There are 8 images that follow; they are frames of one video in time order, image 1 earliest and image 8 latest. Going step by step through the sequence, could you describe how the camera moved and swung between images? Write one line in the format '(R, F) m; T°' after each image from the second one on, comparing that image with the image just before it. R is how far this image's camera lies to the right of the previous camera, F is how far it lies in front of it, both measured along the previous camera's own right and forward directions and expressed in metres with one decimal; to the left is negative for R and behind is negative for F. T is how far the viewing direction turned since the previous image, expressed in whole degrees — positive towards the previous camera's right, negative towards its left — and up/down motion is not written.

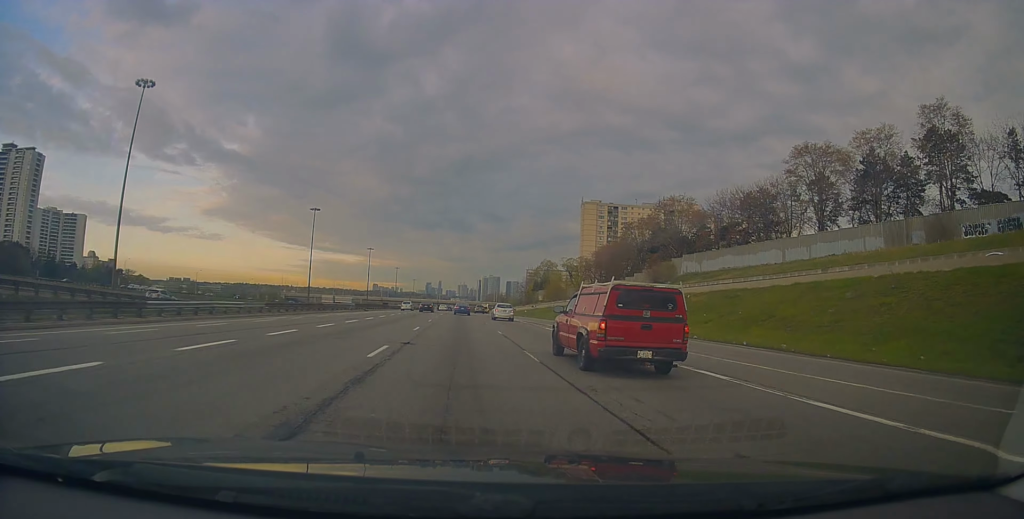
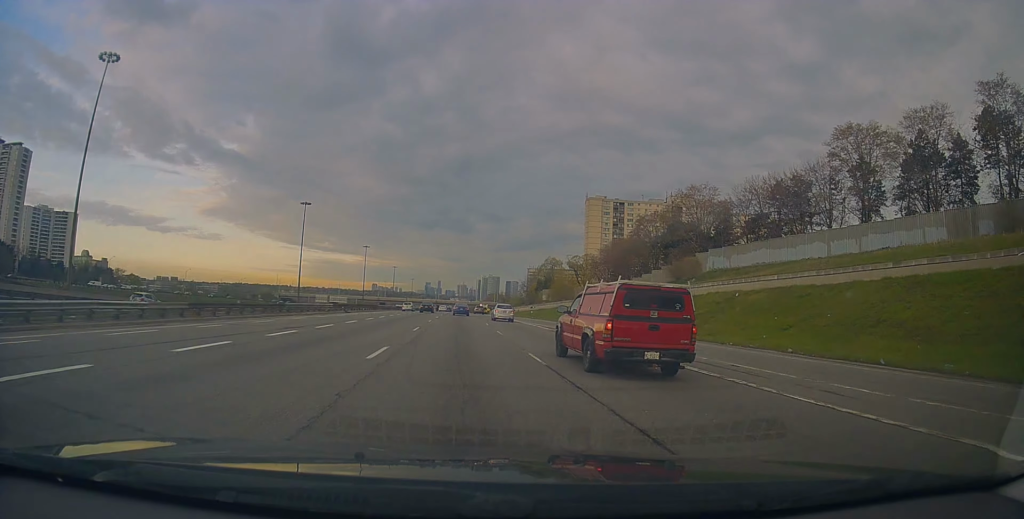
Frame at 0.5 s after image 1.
(+0.1, +12.2) m; 0°
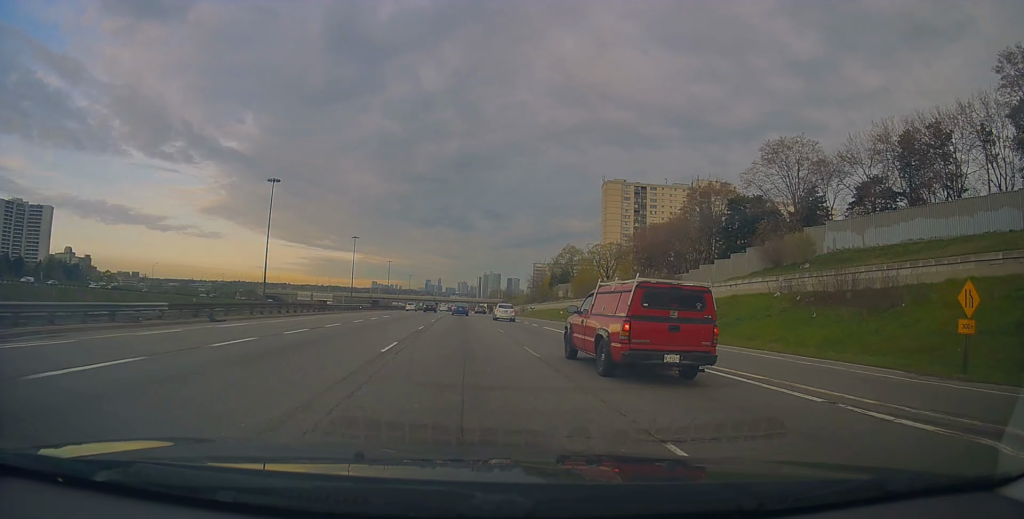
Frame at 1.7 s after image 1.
(+0.1, +33.6) m; +1°
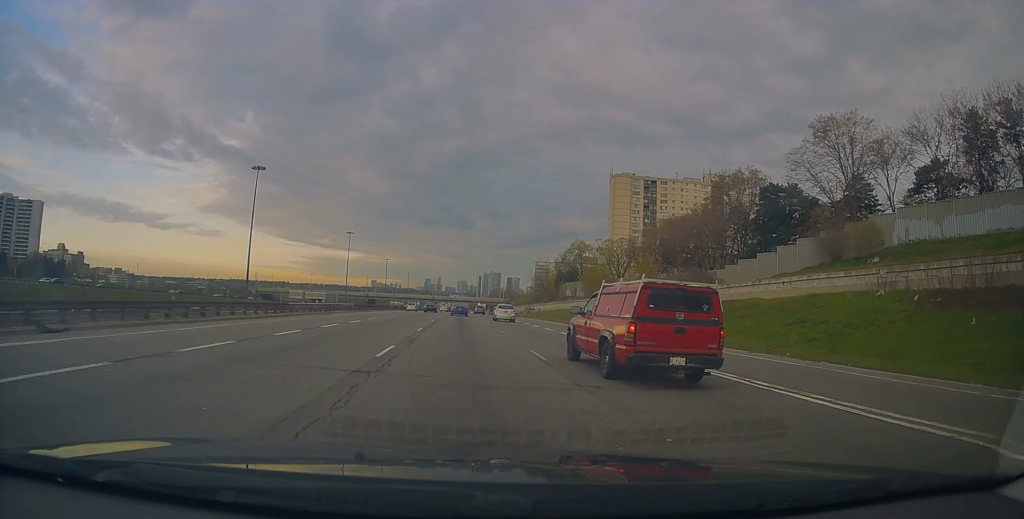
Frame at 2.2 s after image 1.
(-0.3, +12.8) m; +1°
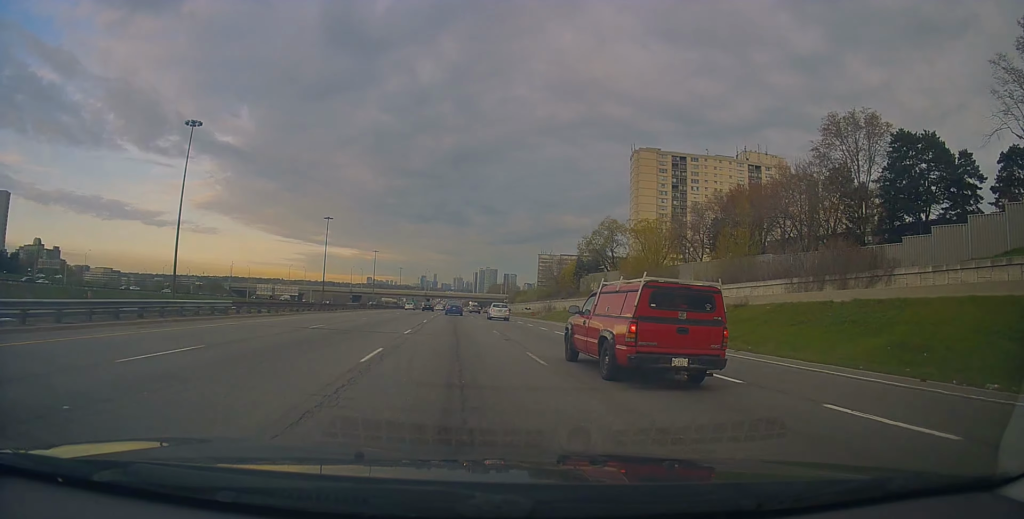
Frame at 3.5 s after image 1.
(+0.7, +36.4) m; -1°
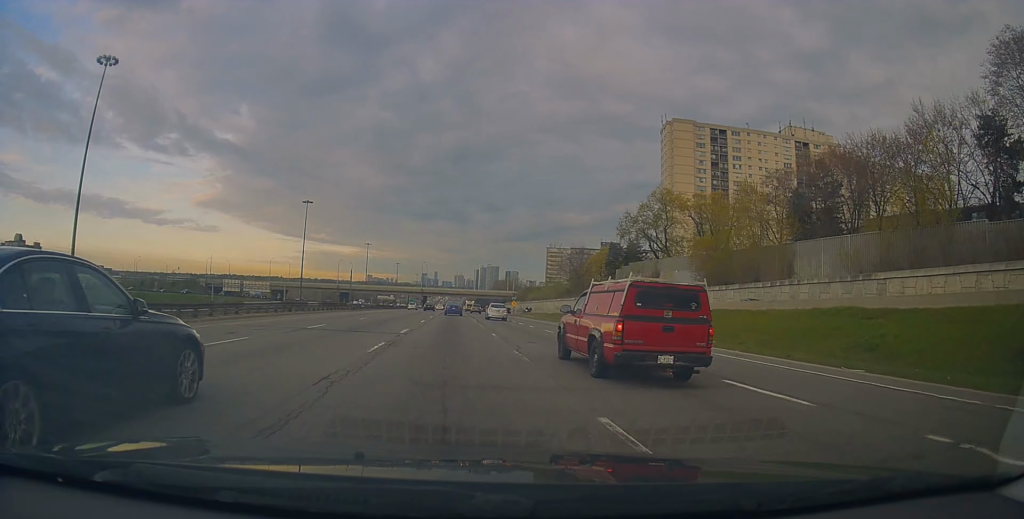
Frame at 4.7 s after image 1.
(-0.5, +32.6) m; -1°
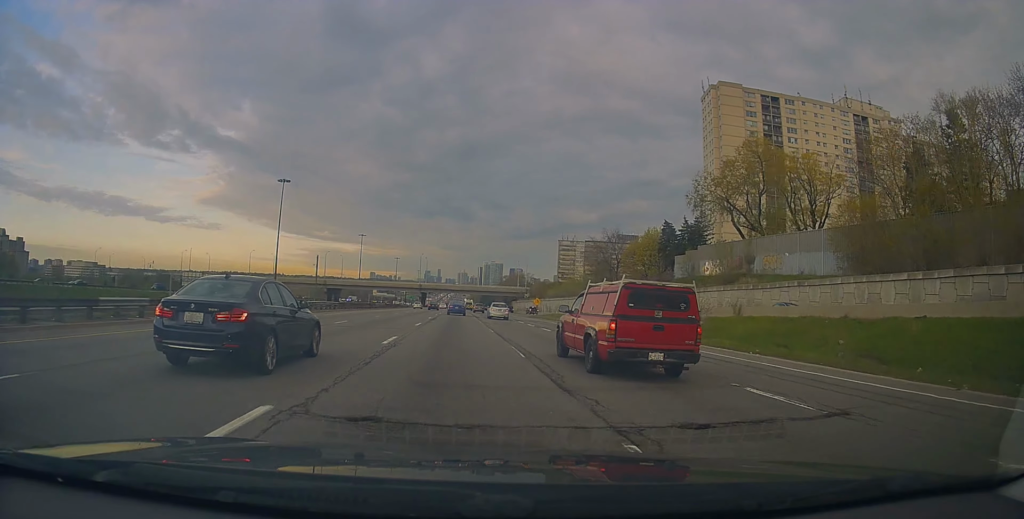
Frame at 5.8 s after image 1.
(-0.1, +30.5) m; +1°
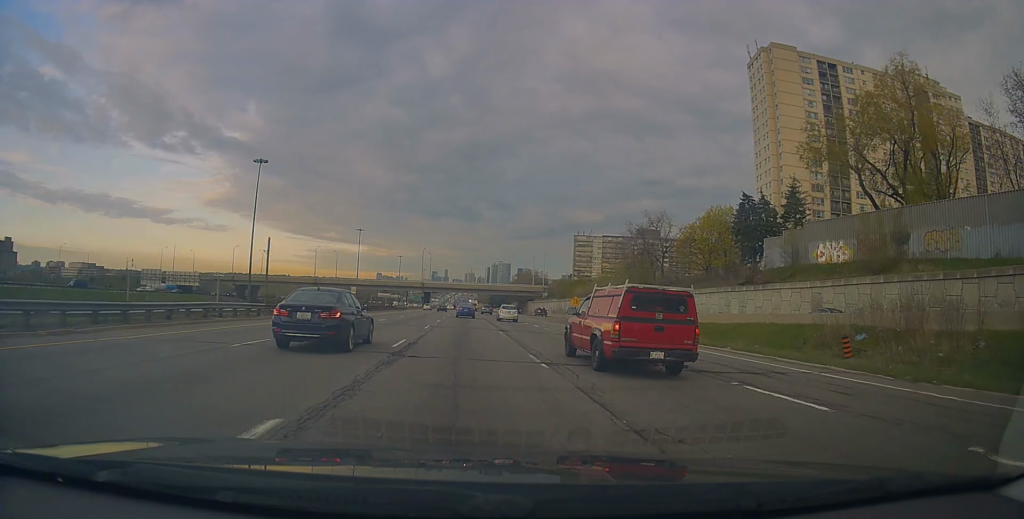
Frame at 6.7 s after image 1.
(+0.5, +24.6) m; 0°
